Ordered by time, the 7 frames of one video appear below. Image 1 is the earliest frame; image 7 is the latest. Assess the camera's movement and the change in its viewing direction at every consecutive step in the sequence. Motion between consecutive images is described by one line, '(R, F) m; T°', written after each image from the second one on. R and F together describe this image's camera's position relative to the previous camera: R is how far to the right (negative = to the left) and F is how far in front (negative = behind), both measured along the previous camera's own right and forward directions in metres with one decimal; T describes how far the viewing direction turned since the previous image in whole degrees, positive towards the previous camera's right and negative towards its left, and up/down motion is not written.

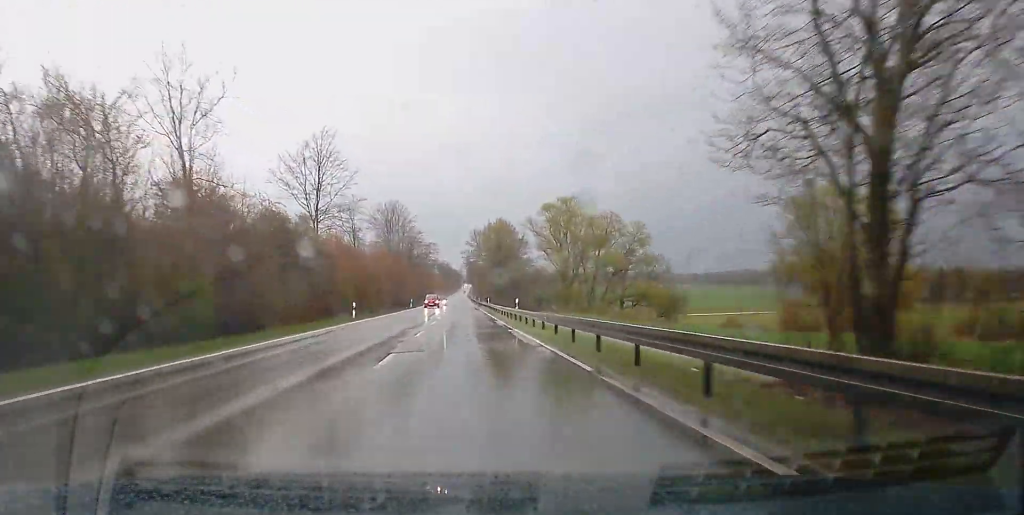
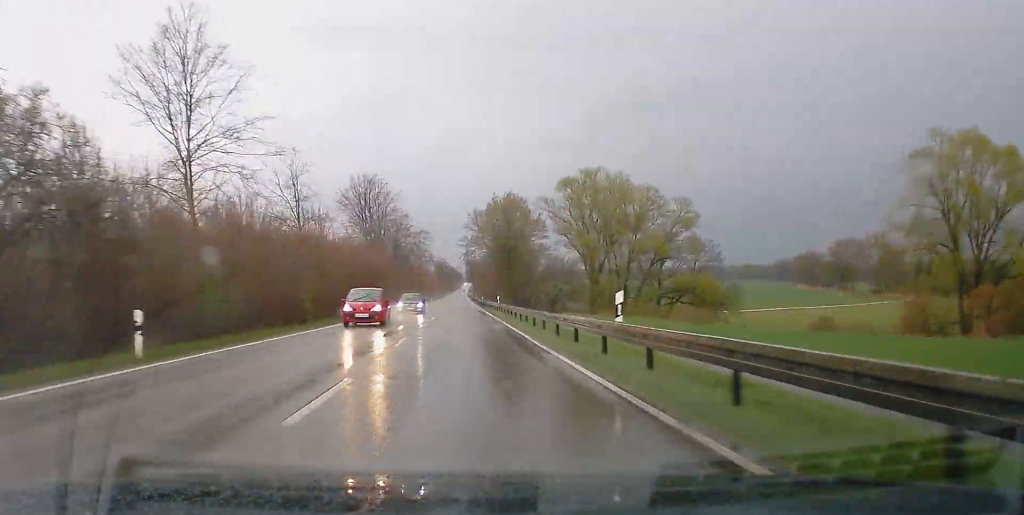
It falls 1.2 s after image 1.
(-0.1, +29.0) m; 0°
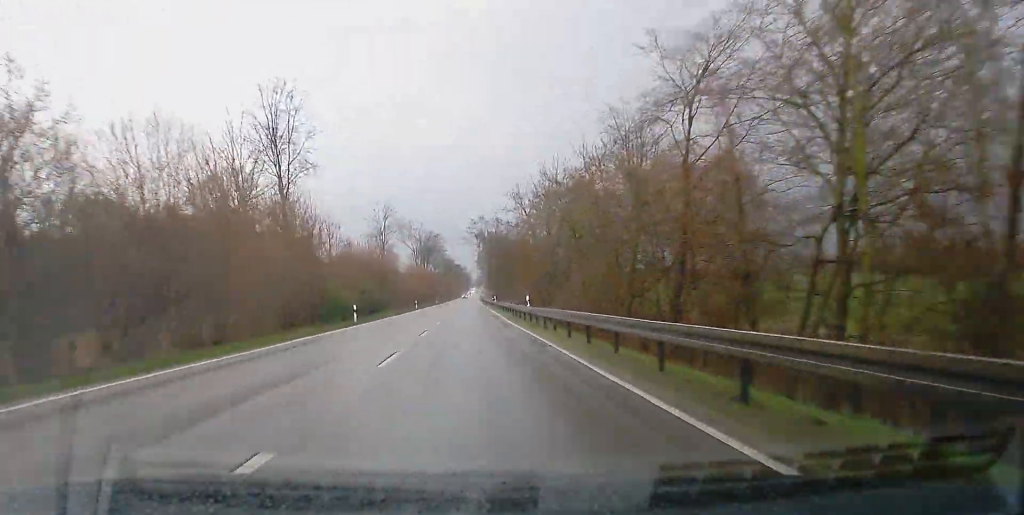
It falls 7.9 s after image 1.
(+0.1, +168.0) m; 0°
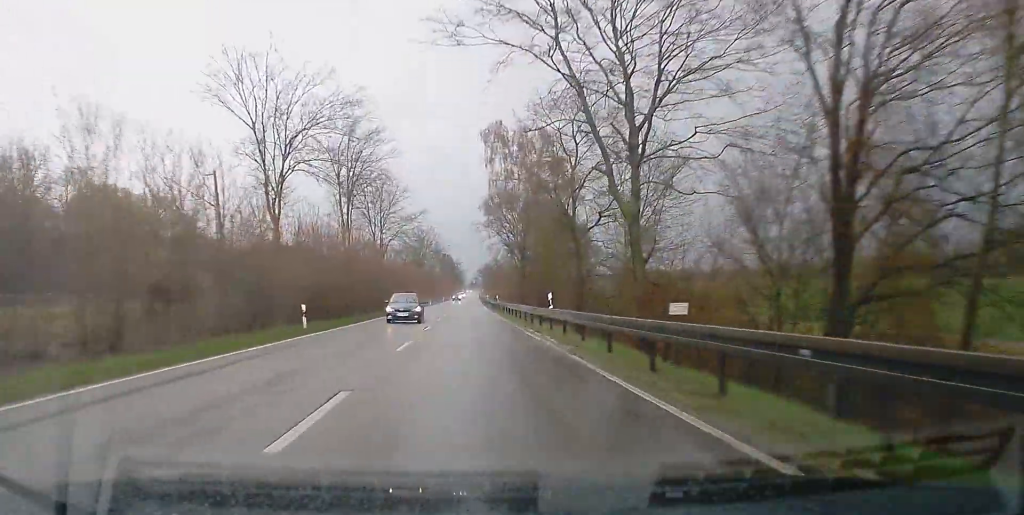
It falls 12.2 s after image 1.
(0.0, +116.3) m; 0°
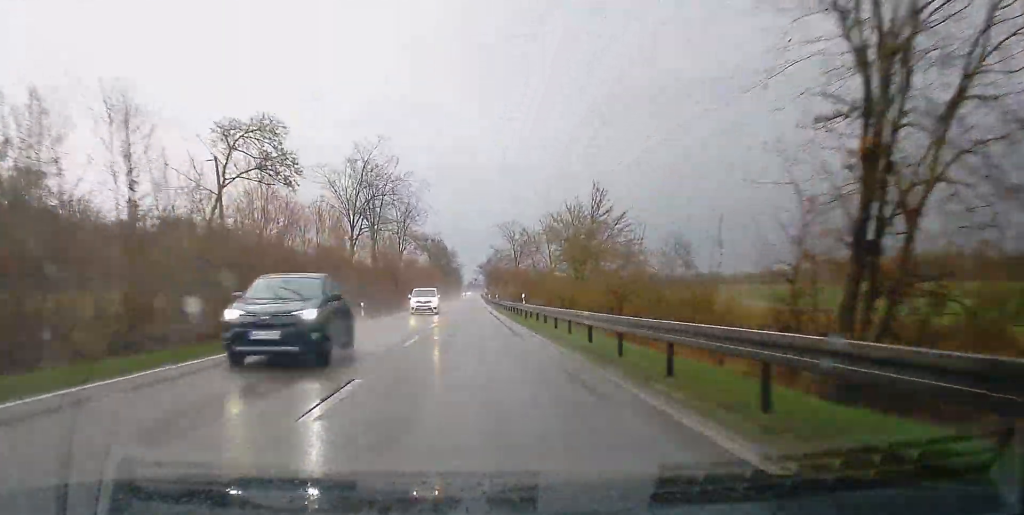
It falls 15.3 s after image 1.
(+0.5, +83.6) m; 0°
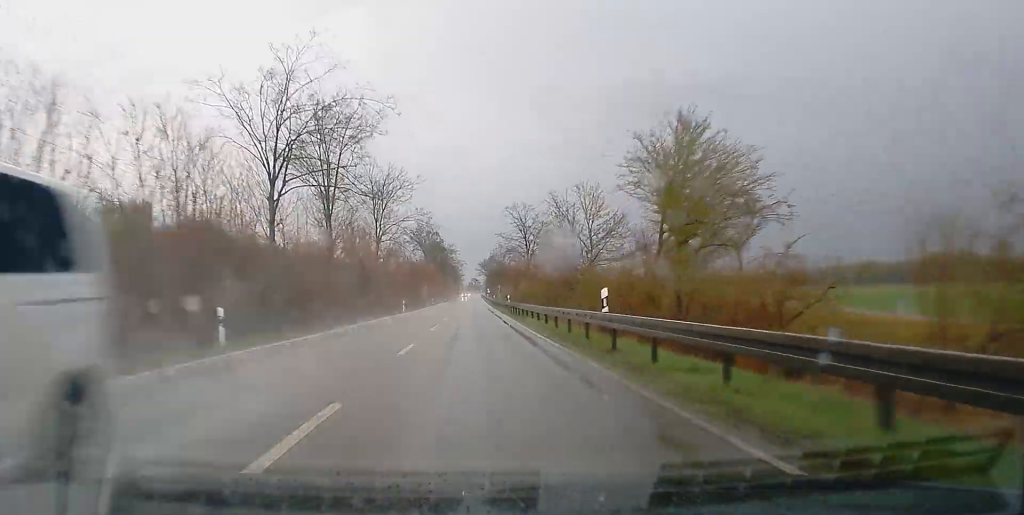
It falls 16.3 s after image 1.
(-0.1, +26.4) m; 0°
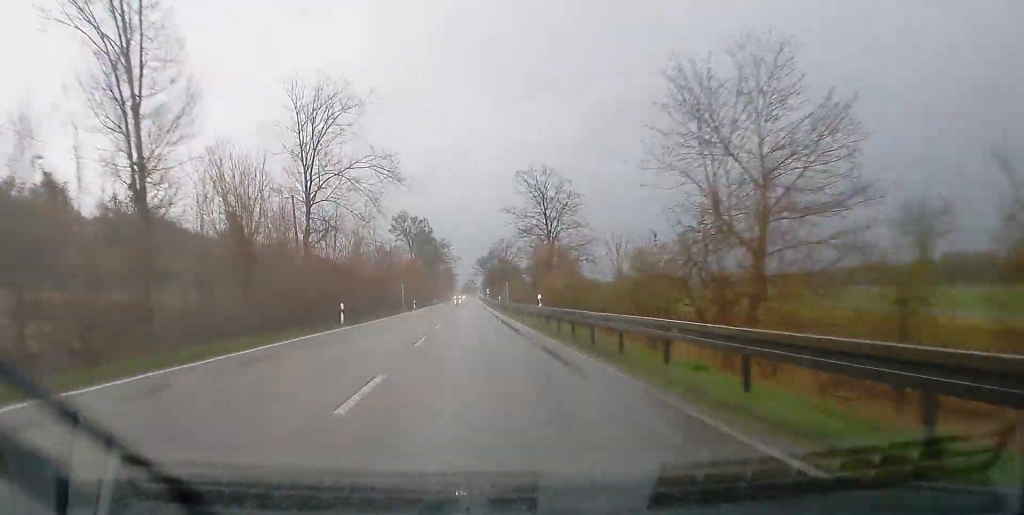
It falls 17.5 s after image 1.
(-0.2, +32.5) m; 0°
